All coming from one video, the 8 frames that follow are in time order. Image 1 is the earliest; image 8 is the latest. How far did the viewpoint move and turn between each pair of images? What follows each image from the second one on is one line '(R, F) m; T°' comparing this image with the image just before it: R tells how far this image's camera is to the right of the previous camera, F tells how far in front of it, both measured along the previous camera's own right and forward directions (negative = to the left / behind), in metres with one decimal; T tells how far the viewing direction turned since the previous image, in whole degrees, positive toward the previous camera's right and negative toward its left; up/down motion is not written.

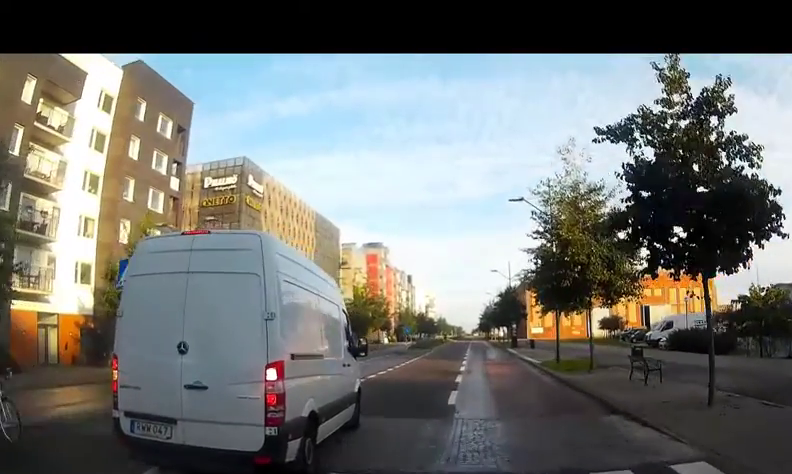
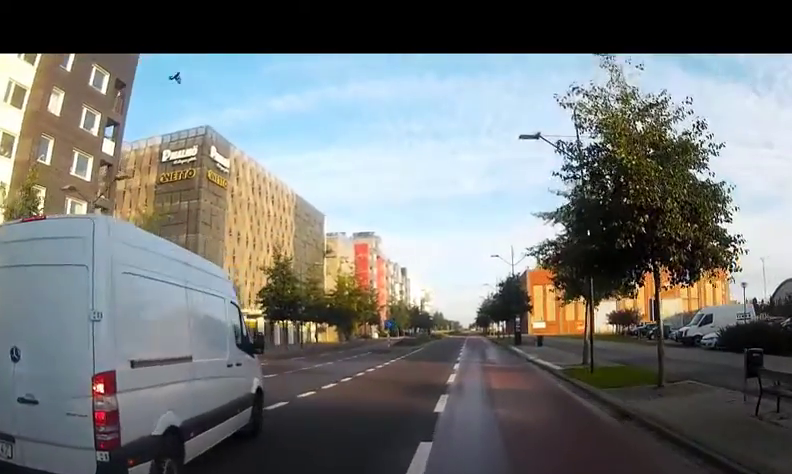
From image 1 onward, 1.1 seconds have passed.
(-0.2, +8.5) m; -3°
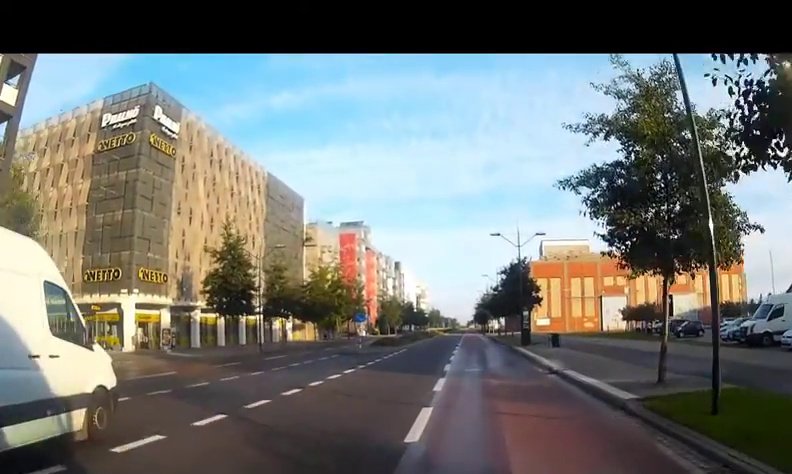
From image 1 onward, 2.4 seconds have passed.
(-0.1, +9.3) m; +2°
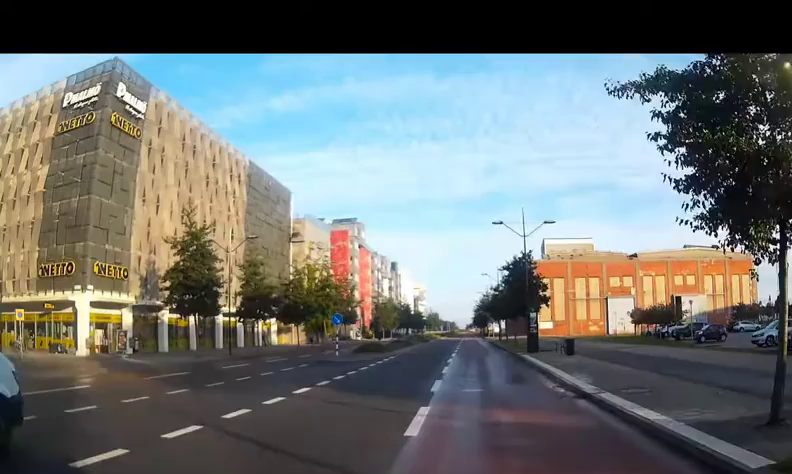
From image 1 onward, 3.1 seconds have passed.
(+0.2, +4.8) m; 0°
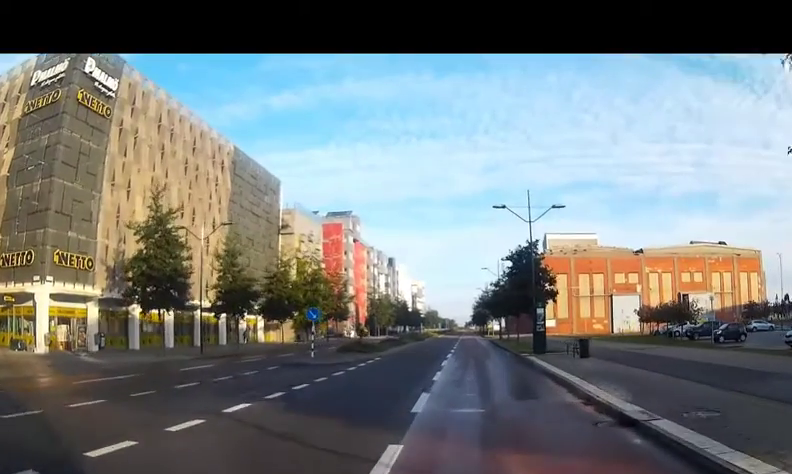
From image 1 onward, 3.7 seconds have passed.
(+0.1, +3.8) m; 0°
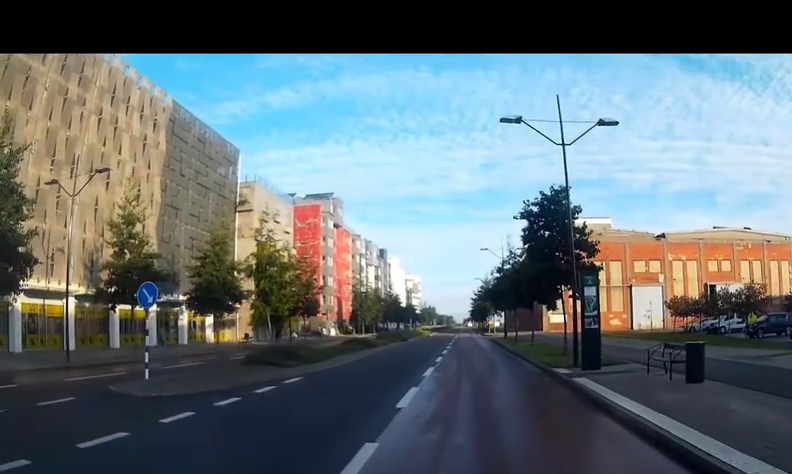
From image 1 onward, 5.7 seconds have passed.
(-0.2, +12.2) m; 0°
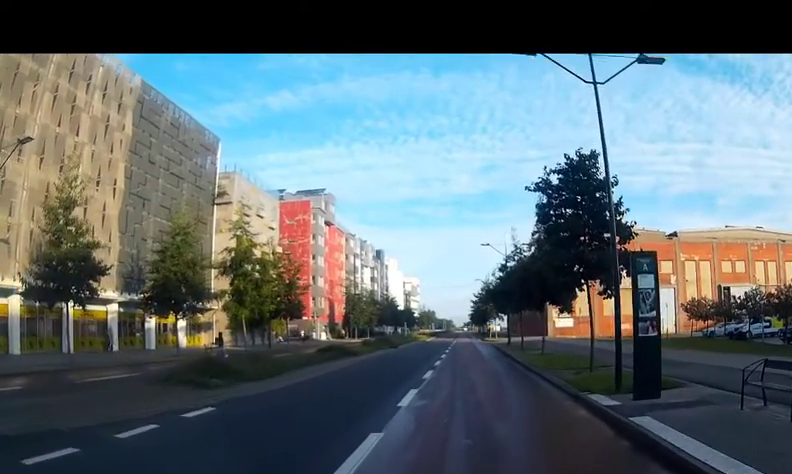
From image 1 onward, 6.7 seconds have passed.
(-0.1, +5.5) m; +1°
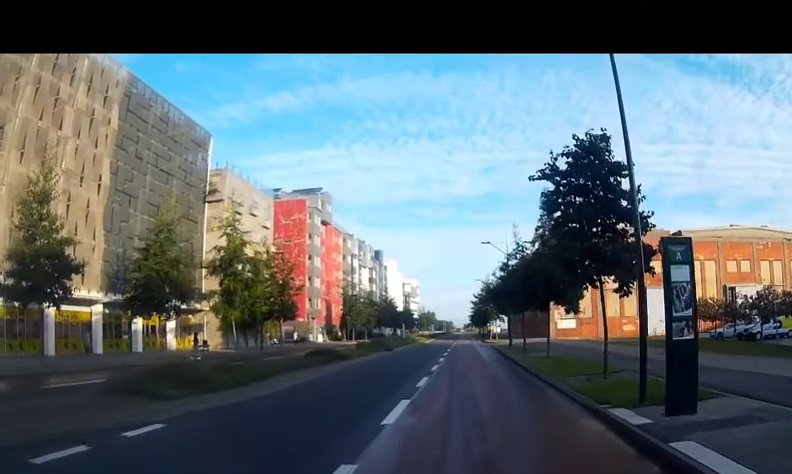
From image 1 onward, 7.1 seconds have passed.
(+0.1, +1.9) m; +1°
